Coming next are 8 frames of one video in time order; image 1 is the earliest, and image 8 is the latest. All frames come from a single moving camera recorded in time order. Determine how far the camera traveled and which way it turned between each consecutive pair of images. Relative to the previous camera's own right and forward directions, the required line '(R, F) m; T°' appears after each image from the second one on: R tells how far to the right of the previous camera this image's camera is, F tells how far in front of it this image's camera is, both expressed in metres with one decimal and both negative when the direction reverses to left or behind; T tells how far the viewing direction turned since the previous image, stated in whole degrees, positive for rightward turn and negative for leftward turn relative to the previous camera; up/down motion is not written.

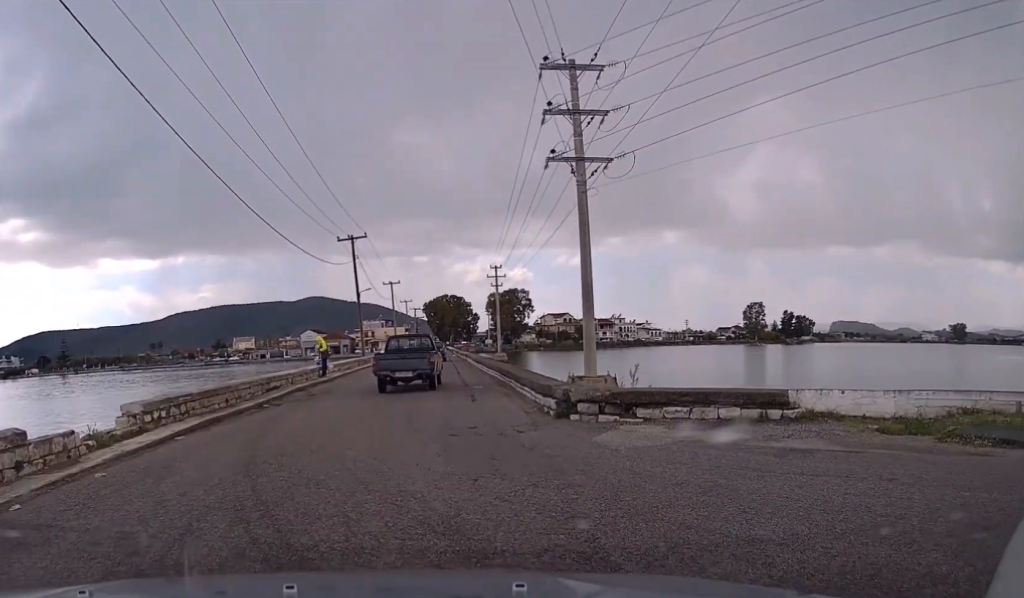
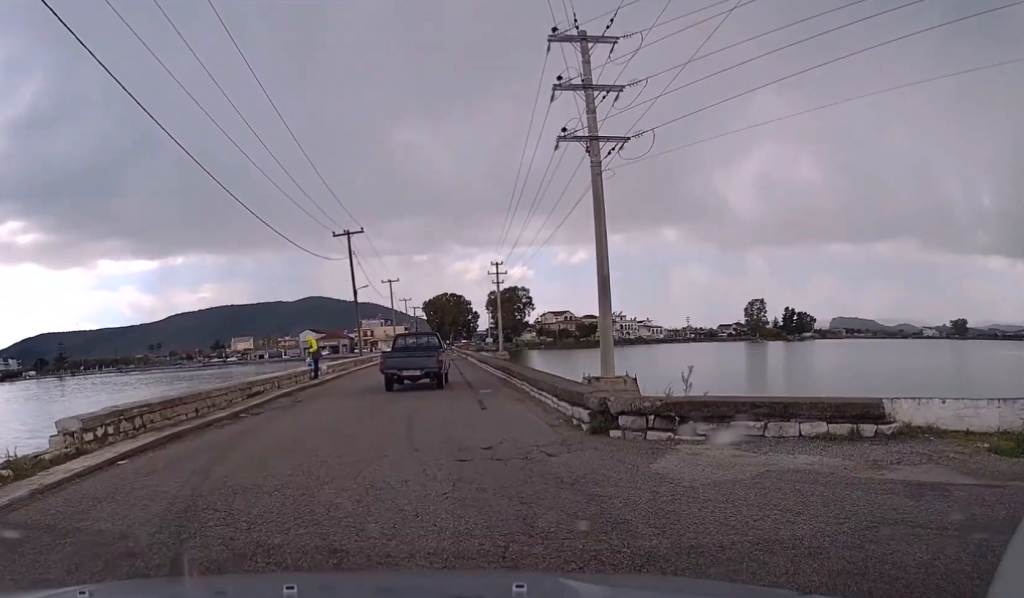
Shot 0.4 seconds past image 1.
(0.0, +2.6) m; -1°
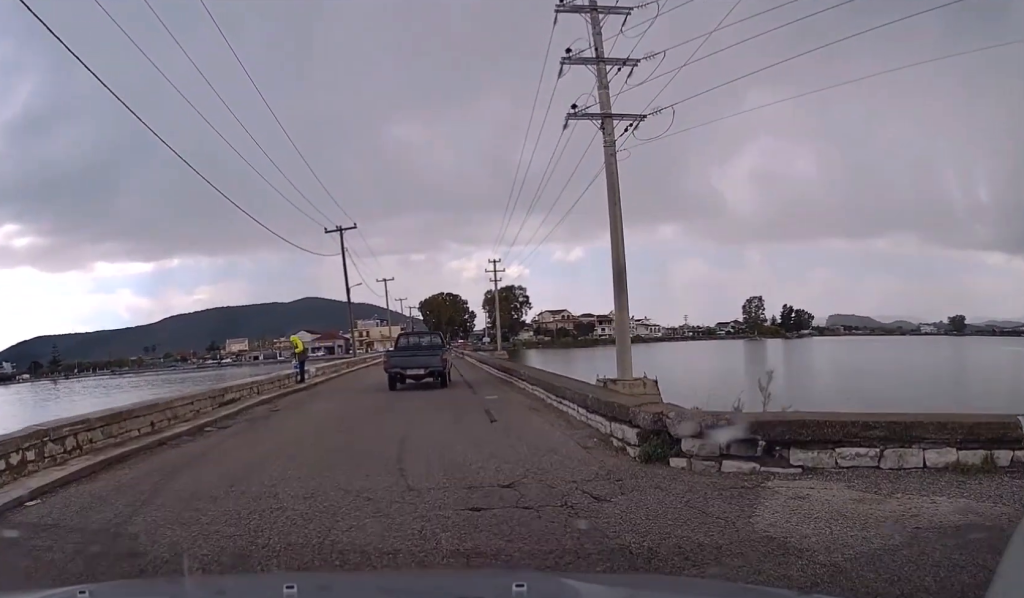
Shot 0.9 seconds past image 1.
(0.0, +2.5) m; 0°
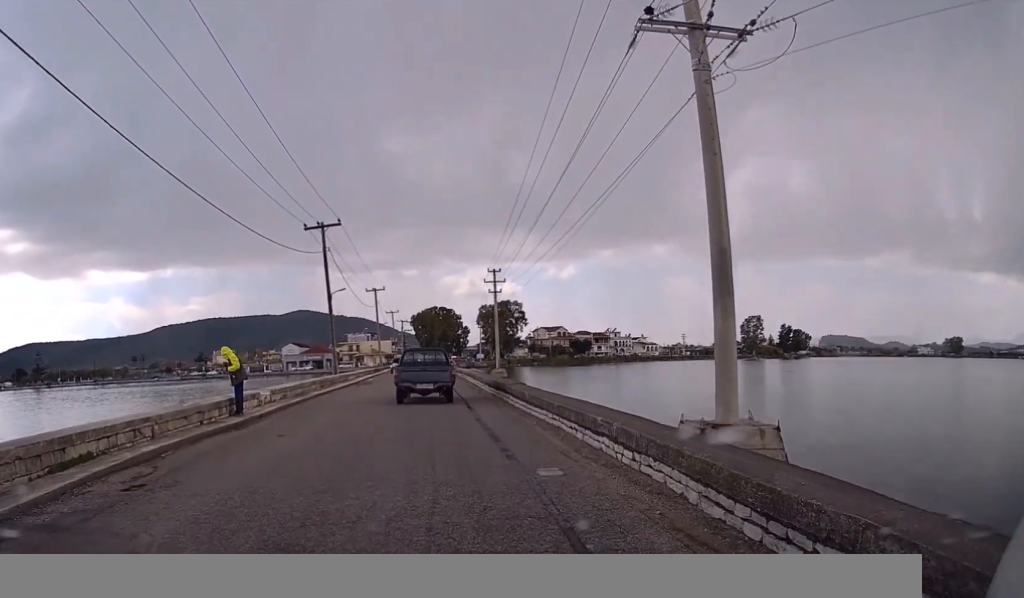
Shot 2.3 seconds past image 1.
(0.0, +8.2) m; +2°
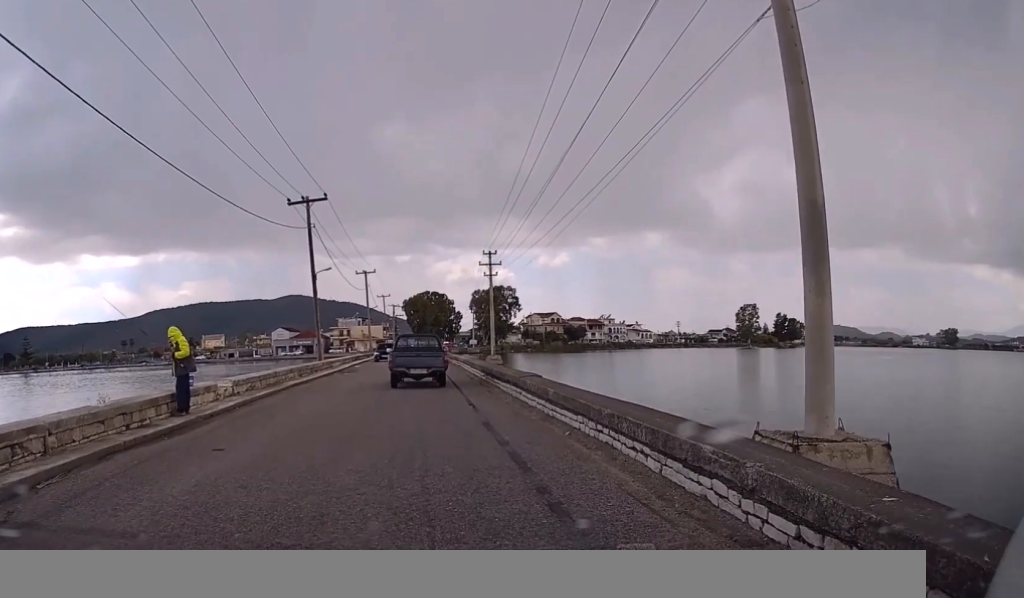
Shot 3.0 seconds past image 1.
(+0.1, +3.9) m; -1°
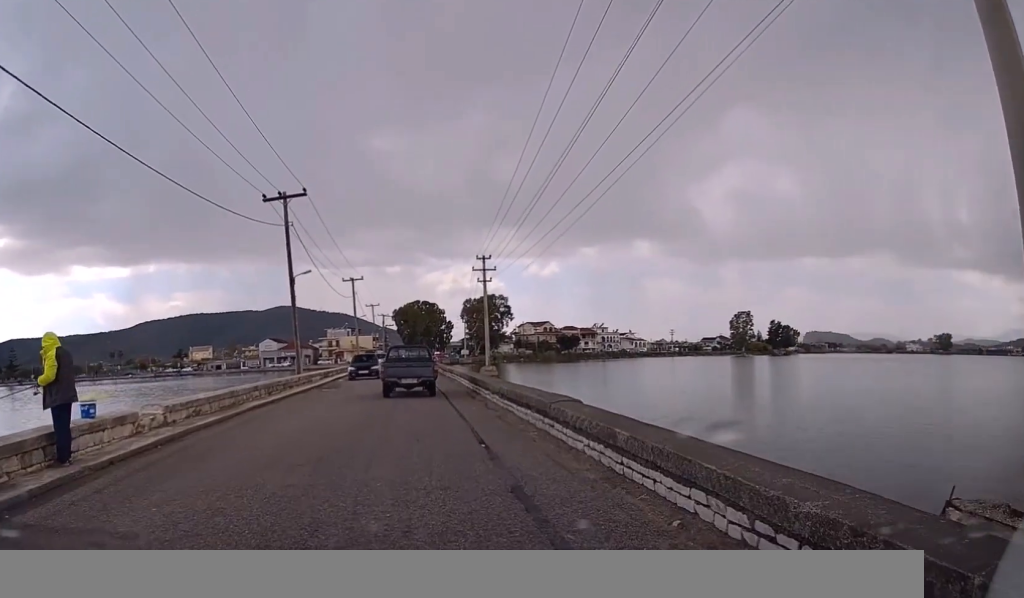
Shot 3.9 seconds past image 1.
(-0.1, +5.0) m; -1°
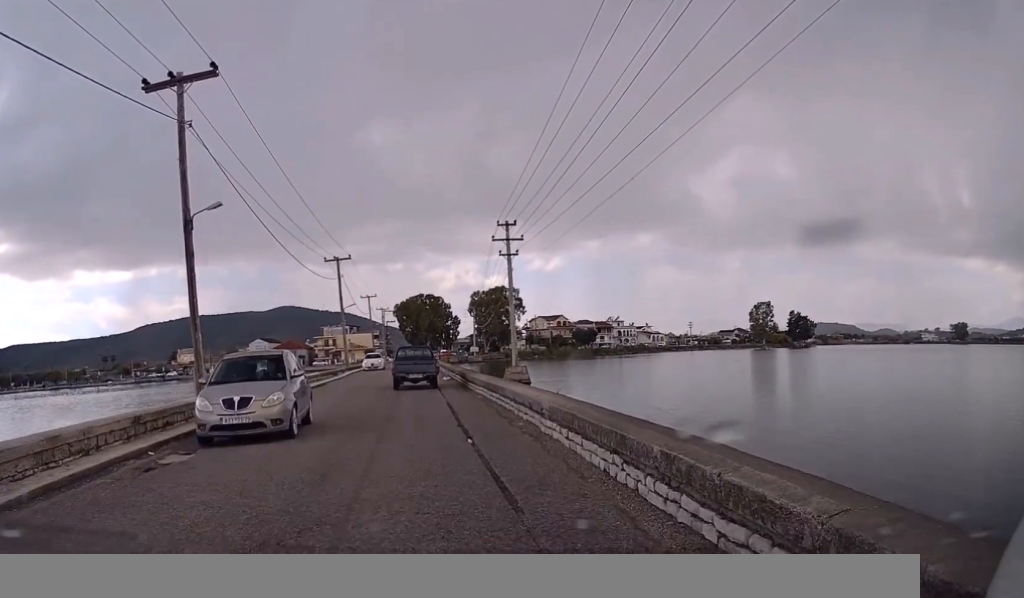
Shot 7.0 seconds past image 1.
(+0.5, +19.9) m; +1°
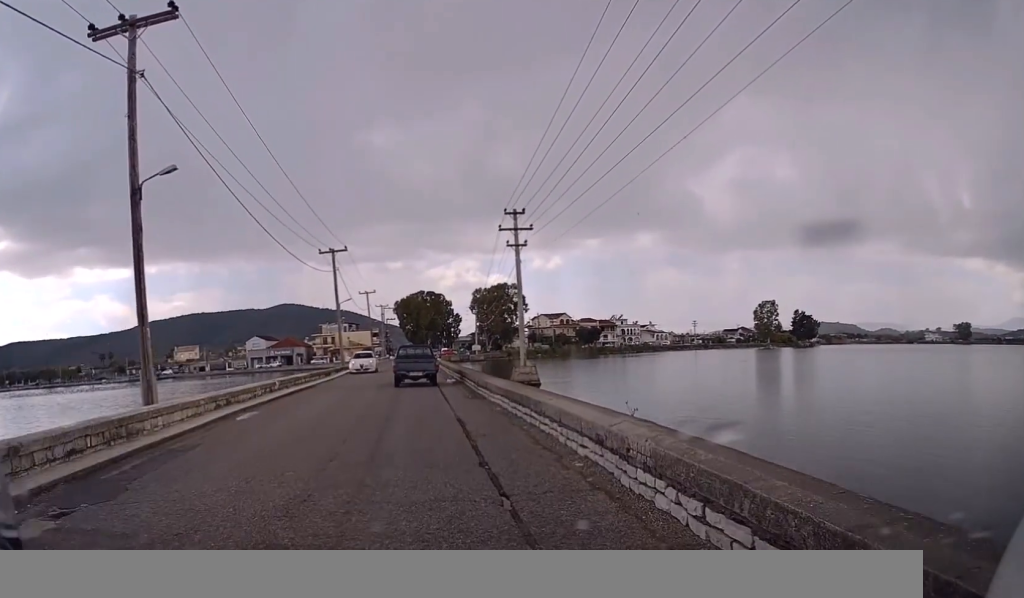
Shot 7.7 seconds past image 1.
(0.0, +4.6) m; -1°
